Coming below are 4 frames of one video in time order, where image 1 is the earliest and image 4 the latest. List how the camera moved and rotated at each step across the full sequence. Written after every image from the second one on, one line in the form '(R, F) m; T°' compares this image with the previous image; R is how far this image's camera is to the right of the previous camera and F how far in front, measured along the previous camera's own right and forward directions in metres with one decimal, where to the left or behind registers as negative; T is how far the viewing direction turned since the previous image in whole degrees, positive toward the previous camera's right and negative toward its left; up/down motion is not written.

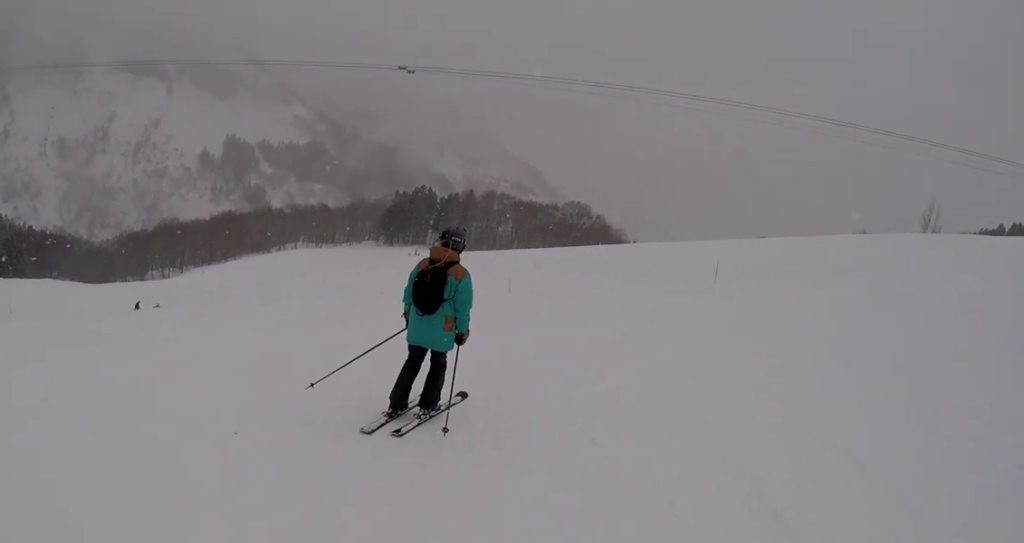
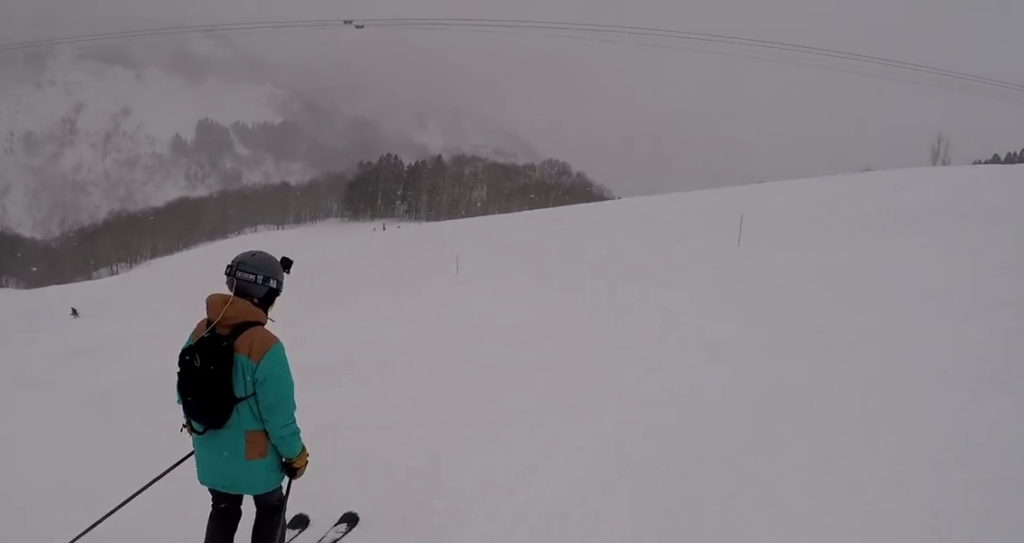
(-1.5, +16.4) m; +3°
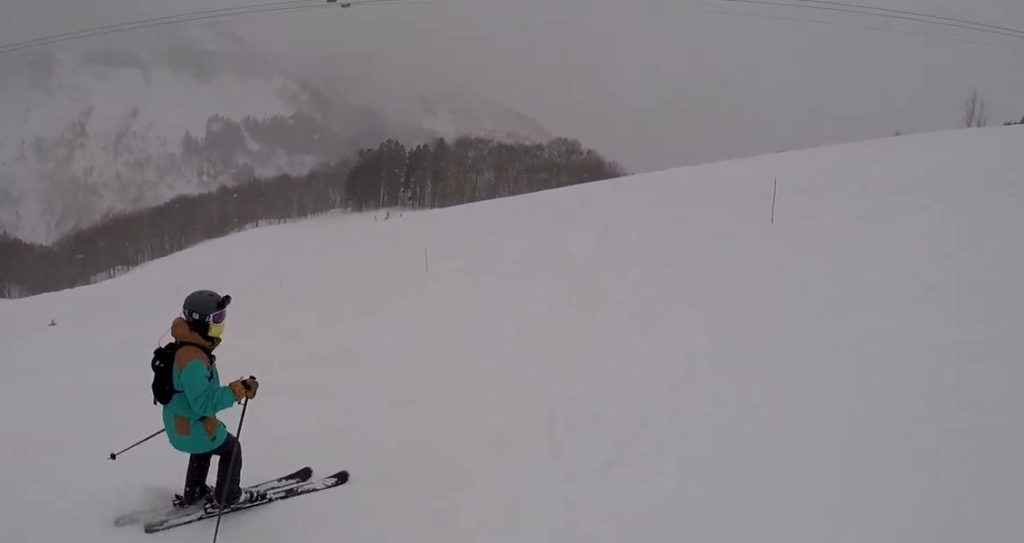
(-0.9, +8.4) m; -2°
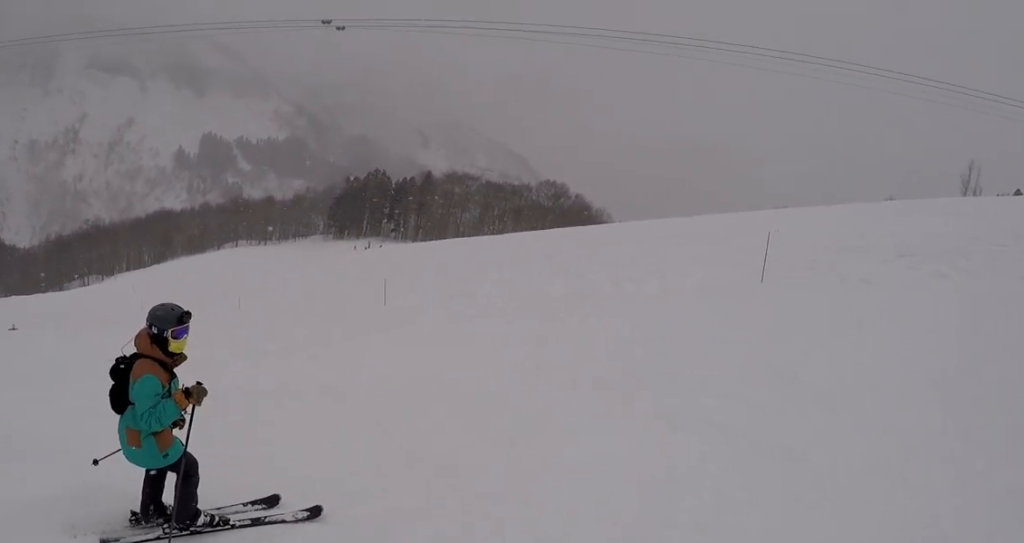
(-0.1, +2.9) m; +4°
